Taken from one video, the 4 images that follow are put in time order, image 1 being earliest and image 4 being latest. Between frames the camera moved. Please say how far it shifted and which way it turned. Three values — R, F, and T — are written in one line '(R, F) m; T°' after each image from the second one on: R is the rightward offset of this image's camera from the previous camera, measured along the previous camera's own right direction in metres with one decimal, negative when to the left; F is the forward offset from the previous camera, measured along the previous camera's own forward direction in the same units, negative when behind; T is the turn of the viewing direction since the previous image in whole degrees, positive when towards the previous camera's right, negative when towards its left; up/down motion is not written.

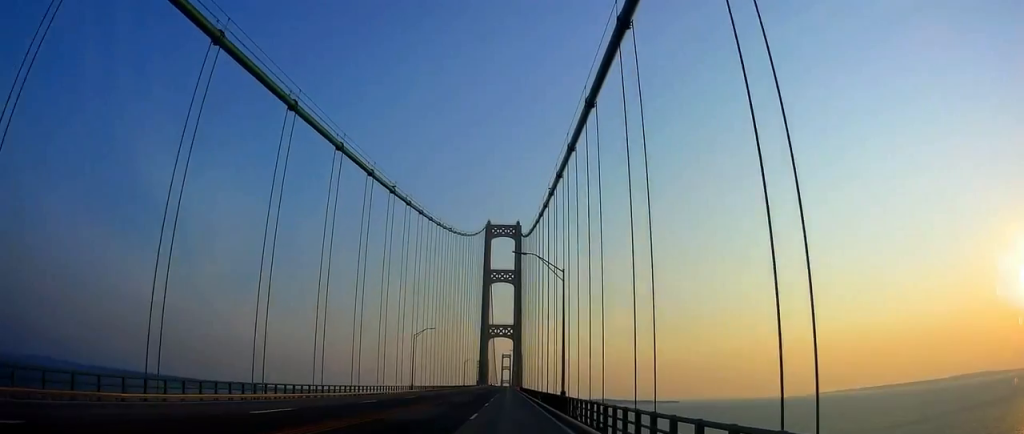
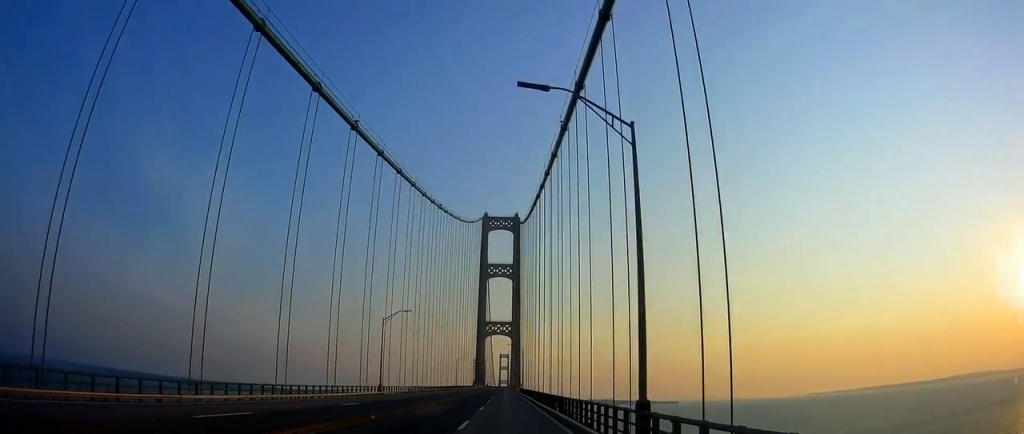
(-0.1, +19.2) m; -1°
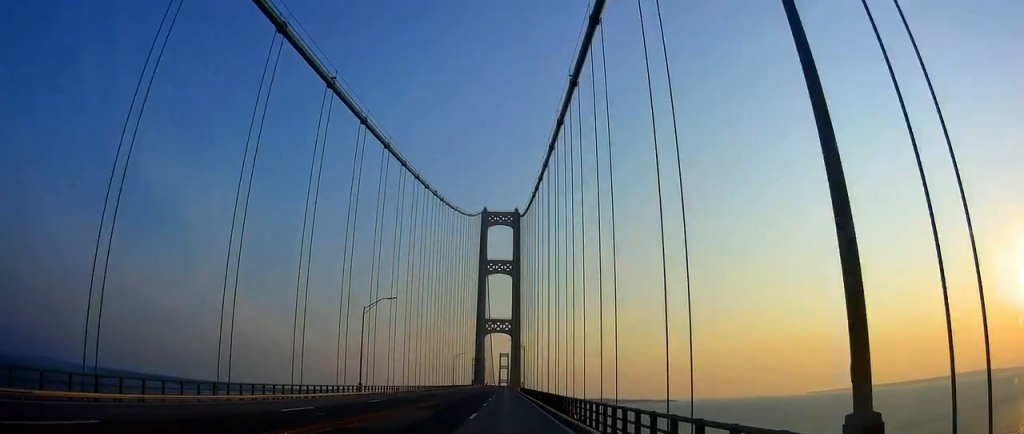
(-0.3, +8.6) m; 0°
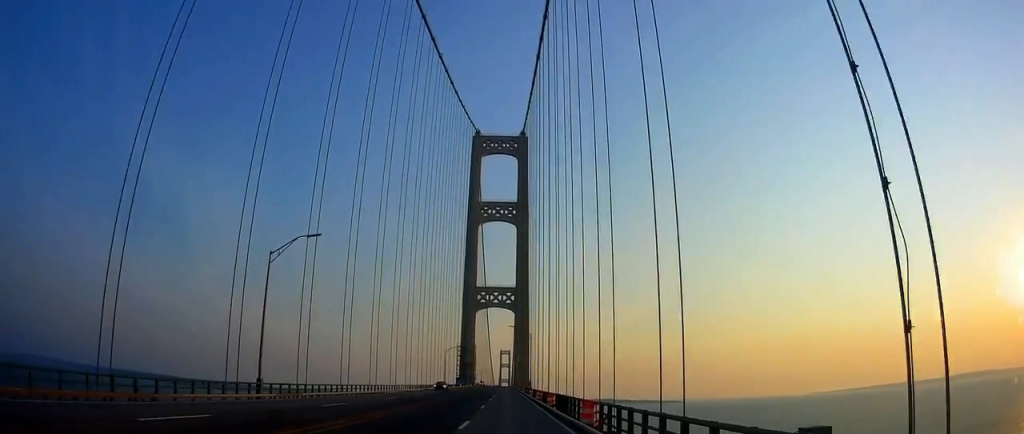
(+1.8, +112.8) m; 0°
